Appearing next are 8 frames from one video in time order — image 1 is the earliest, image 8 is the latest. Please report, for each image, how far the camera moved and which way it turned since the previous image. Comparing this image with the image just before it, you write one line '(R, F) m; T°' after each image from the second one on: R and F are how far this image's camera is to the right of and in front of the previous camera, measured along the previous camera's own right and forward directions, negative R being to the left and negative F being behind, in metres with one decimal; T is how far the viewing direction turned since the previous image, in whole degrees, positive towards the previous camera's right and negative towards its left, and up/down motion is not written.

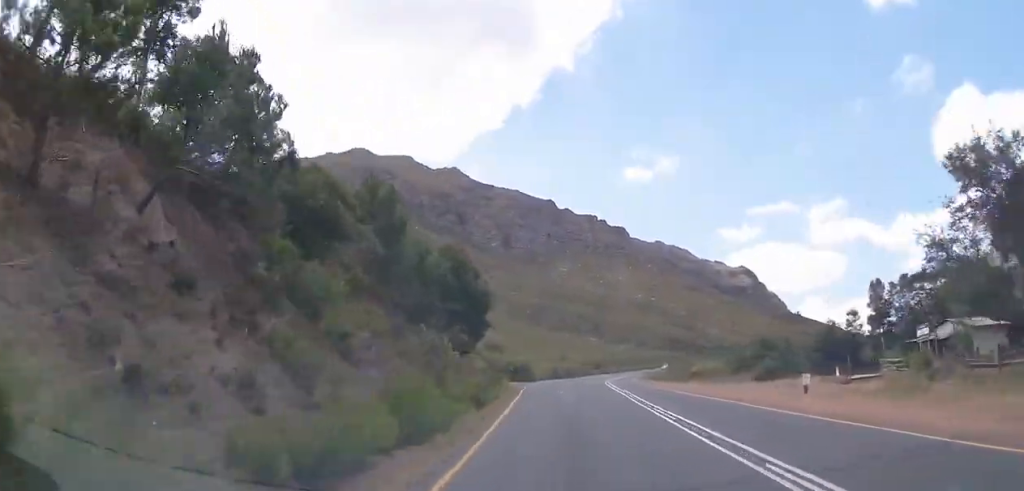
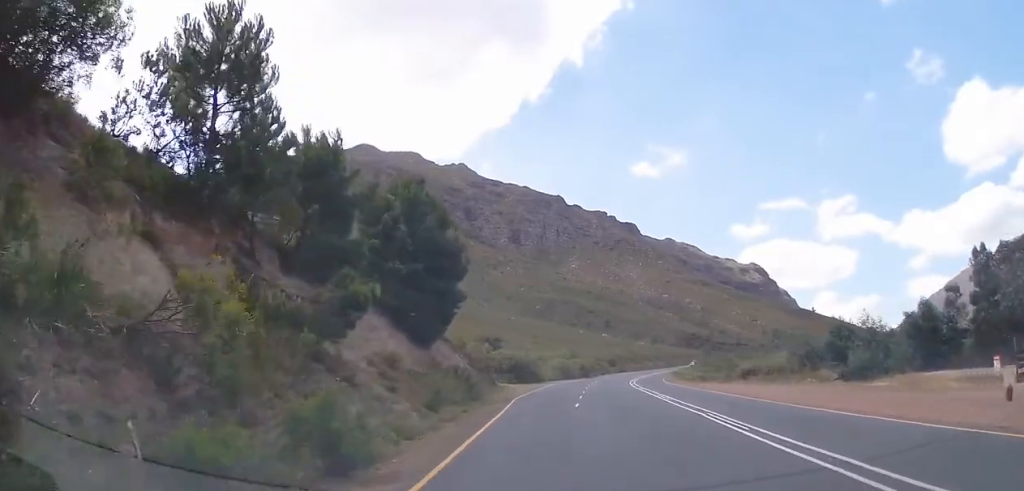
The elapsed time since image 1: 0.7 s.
(-0.4, +15.8) m; +2°
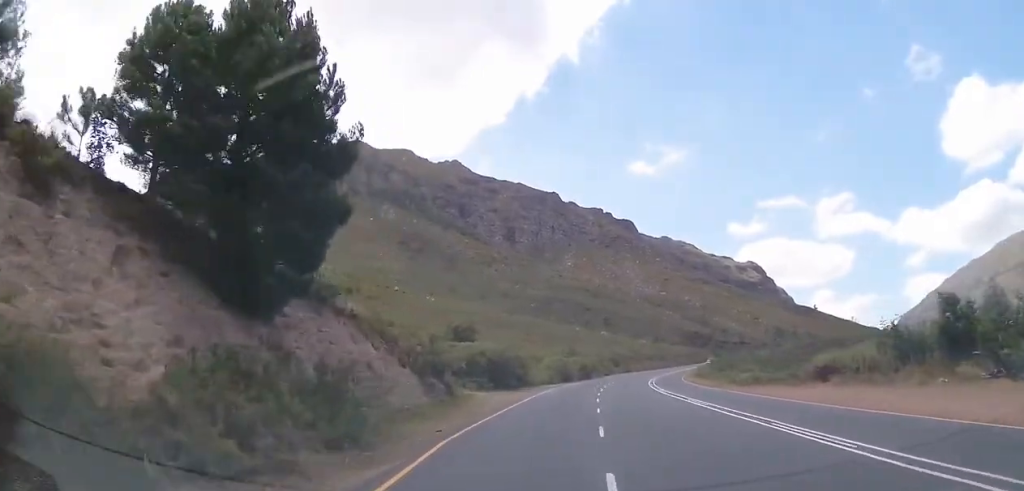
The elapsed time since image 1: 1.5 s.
(+0.7, +16.7) m; +3°
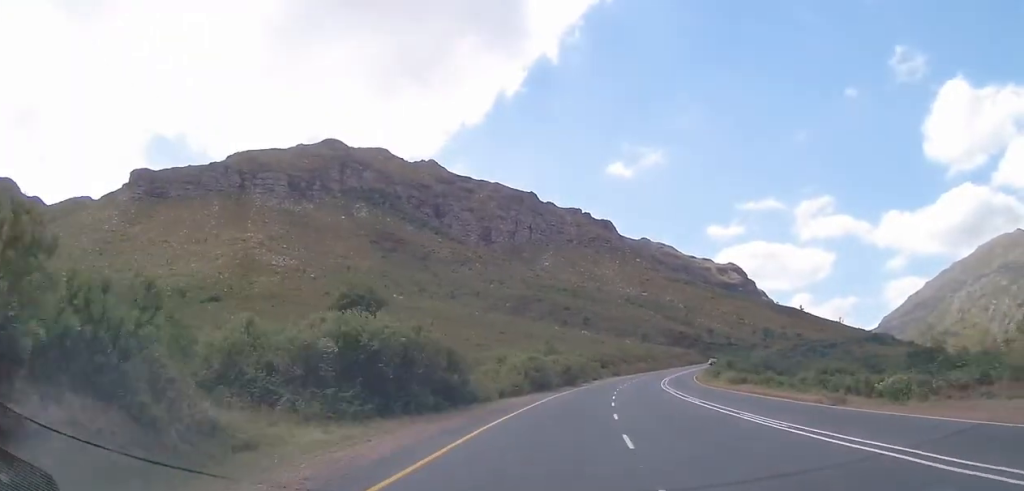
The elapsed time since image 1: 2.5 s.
(+0.6, +21.1) m; +3°
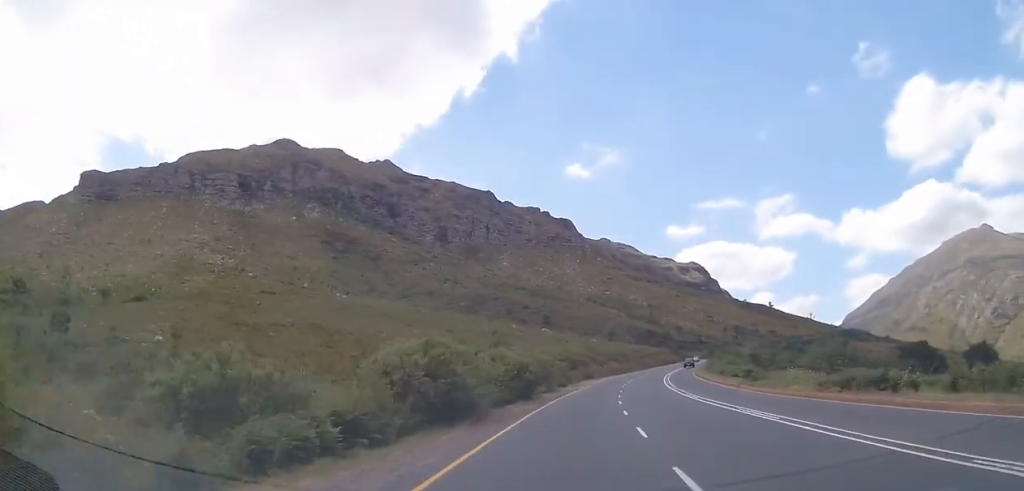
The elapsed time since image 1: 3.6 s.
(+0.4, +23.9) m; +1°
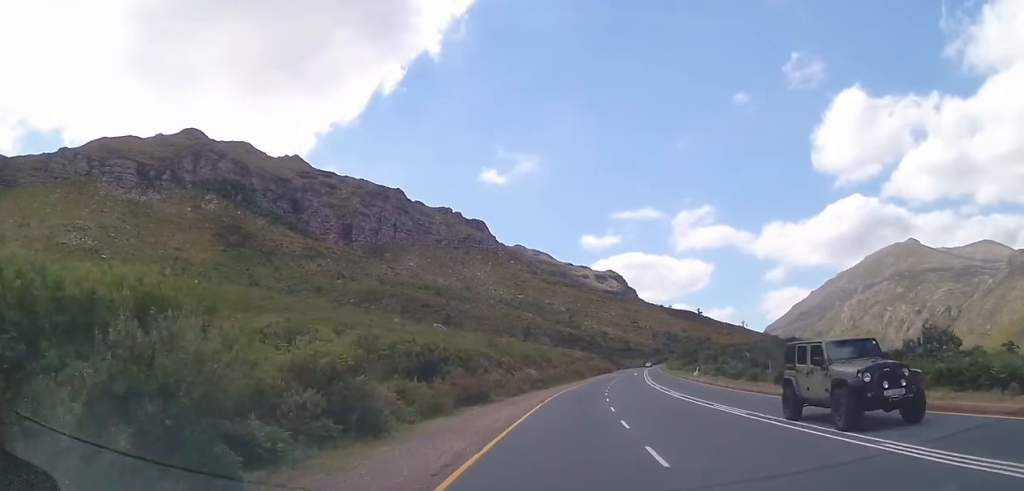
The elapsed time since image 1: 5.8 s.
(+1.9, +47.7) m; +7°
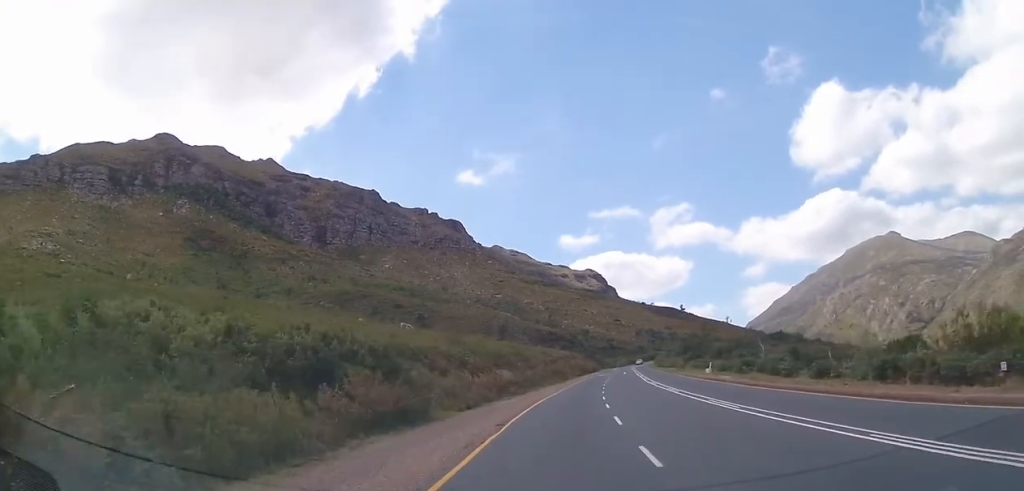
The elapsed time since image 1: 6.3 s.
(+0.2, +12.4) m; +2°
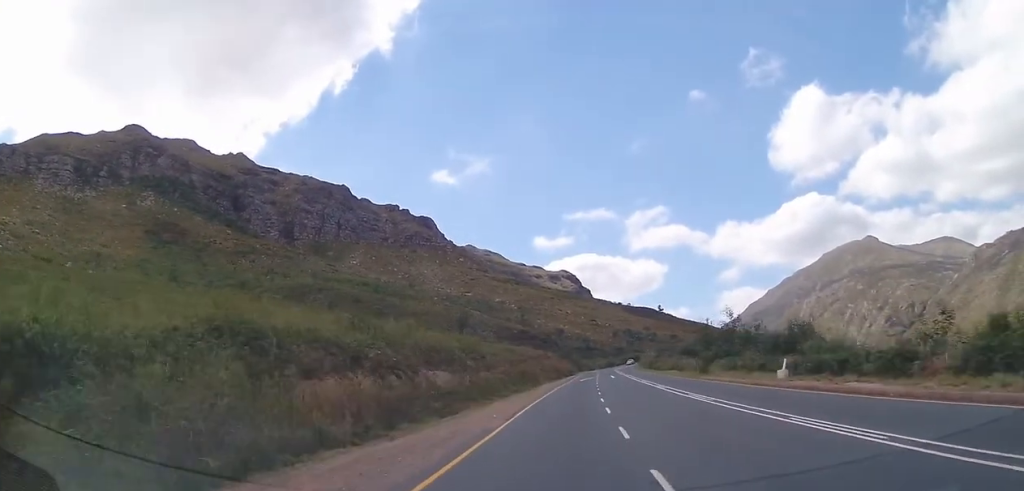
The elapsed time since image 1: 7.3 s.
(+0.5, +21.2) m; +2°
